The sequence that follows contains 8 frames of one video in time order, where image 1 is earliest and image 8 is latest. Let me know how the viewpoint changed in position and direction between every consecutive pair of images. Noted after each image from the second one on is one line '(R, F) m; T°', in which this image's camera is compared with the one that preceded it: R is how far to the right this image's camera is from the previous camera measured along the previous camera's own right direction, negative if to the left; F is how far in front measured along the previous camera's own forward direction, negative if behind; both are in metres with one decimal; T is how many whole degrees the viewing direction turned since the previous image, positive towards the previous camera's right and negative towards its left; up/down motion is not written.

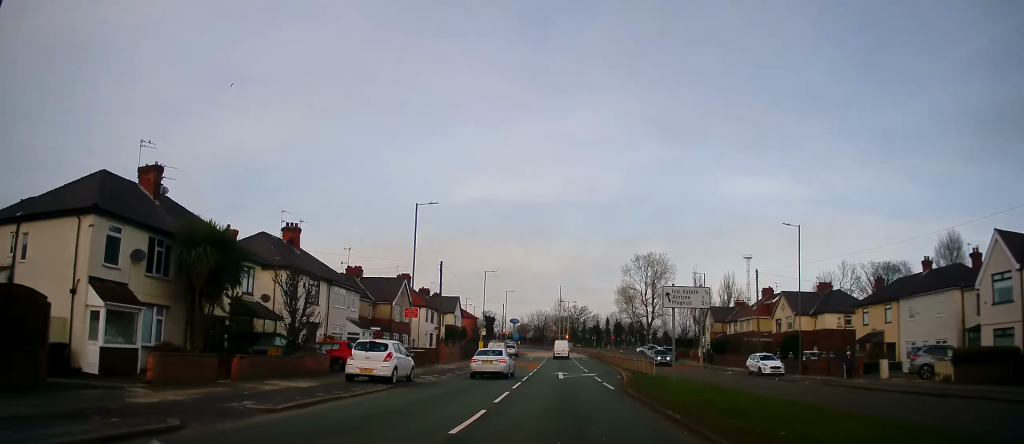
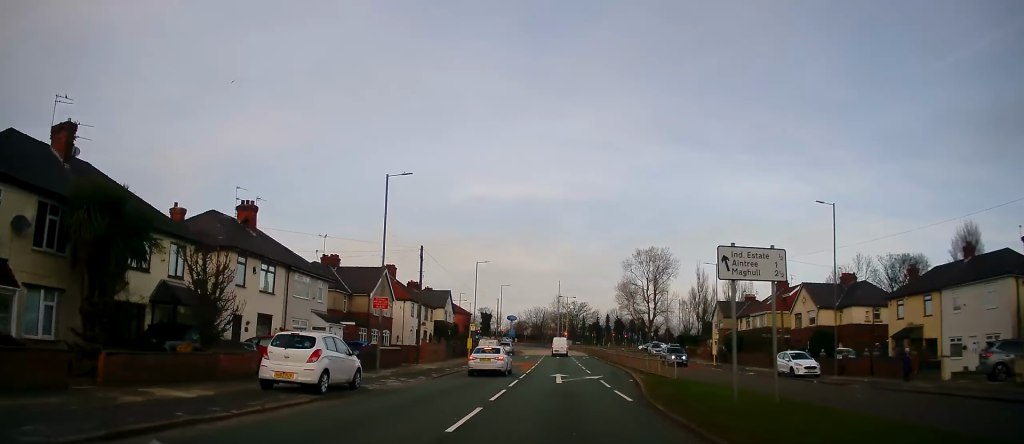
(+0.1, +6.0) m; -1°
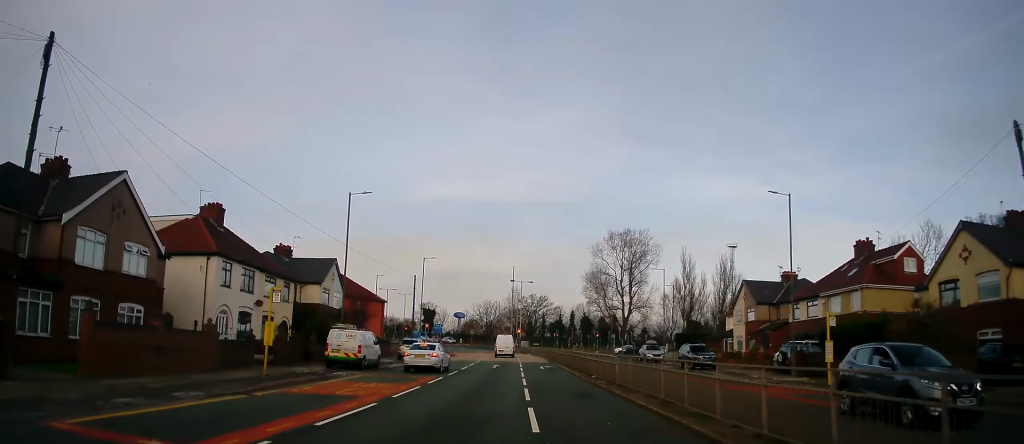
(+0.3, +30.0) m; +2°
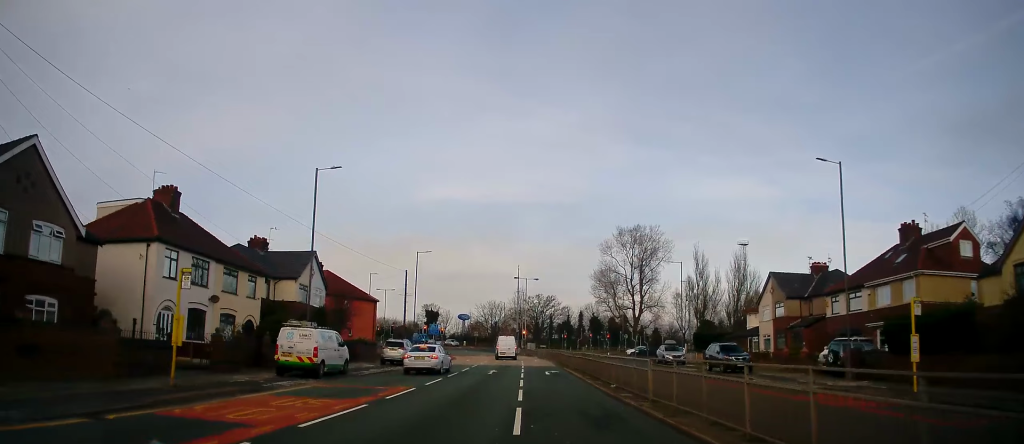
(-0.1, +6.0) m; -1°
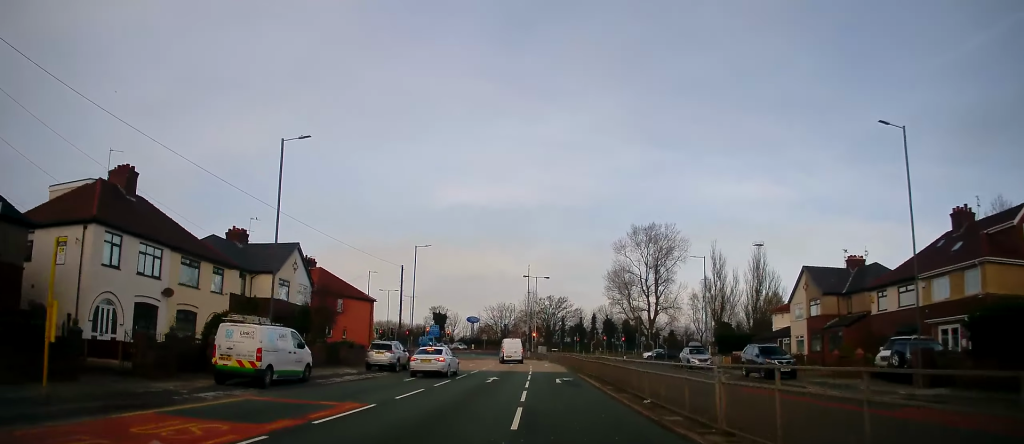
(-0.1, +5.3) m; 0°
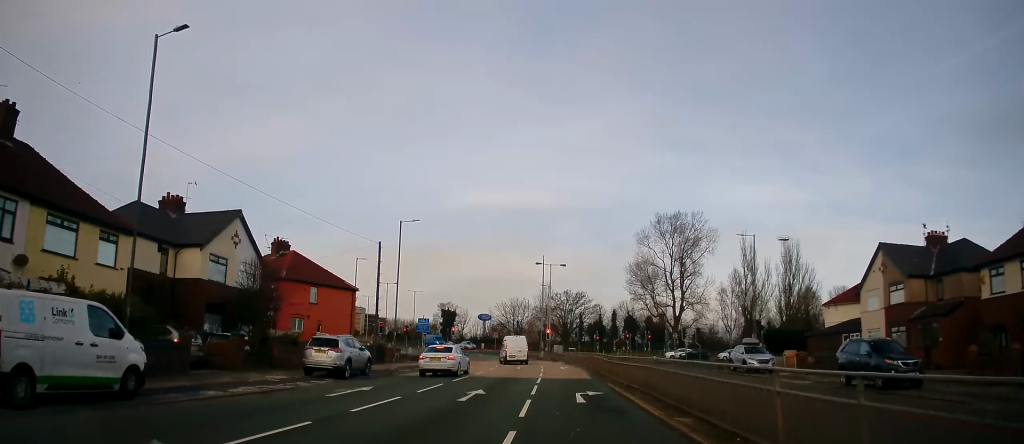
(-0.1, +10.5) m; 0°
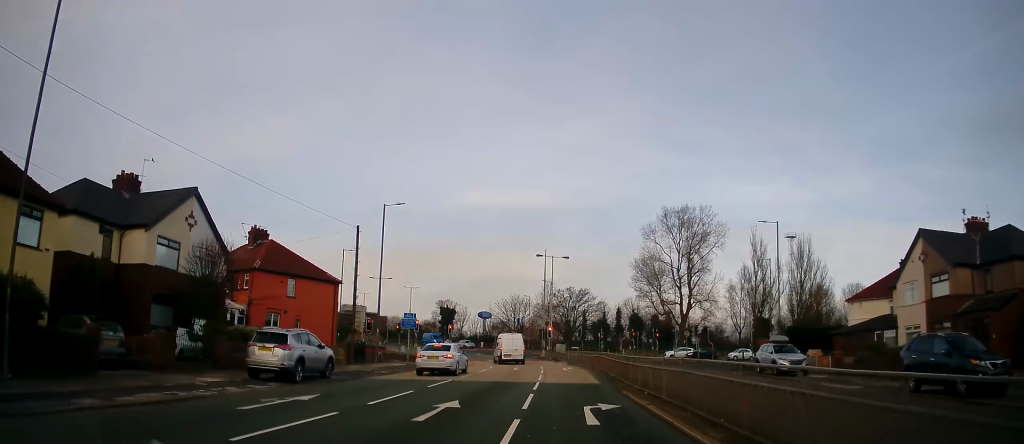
(0.0, +4.8) m; 0°
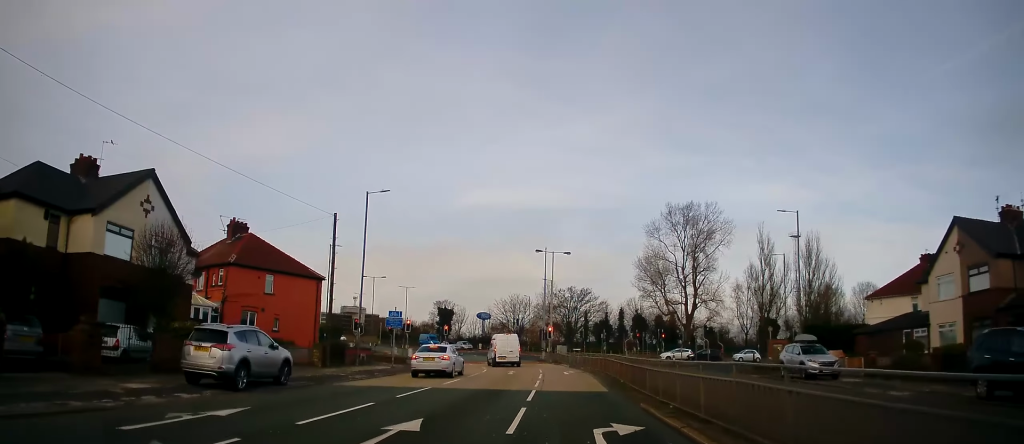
(0.0, +3.7) m; 0°
